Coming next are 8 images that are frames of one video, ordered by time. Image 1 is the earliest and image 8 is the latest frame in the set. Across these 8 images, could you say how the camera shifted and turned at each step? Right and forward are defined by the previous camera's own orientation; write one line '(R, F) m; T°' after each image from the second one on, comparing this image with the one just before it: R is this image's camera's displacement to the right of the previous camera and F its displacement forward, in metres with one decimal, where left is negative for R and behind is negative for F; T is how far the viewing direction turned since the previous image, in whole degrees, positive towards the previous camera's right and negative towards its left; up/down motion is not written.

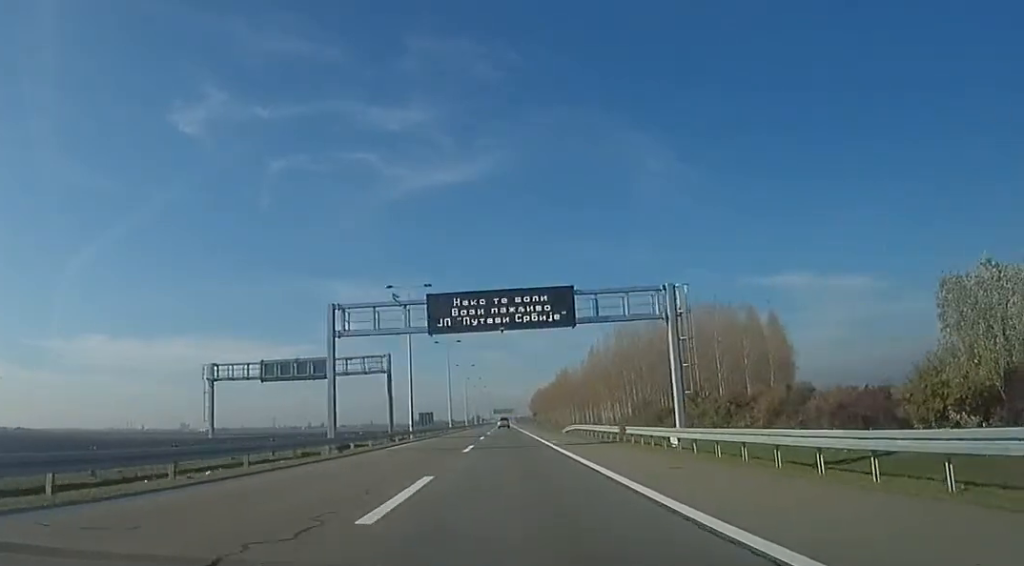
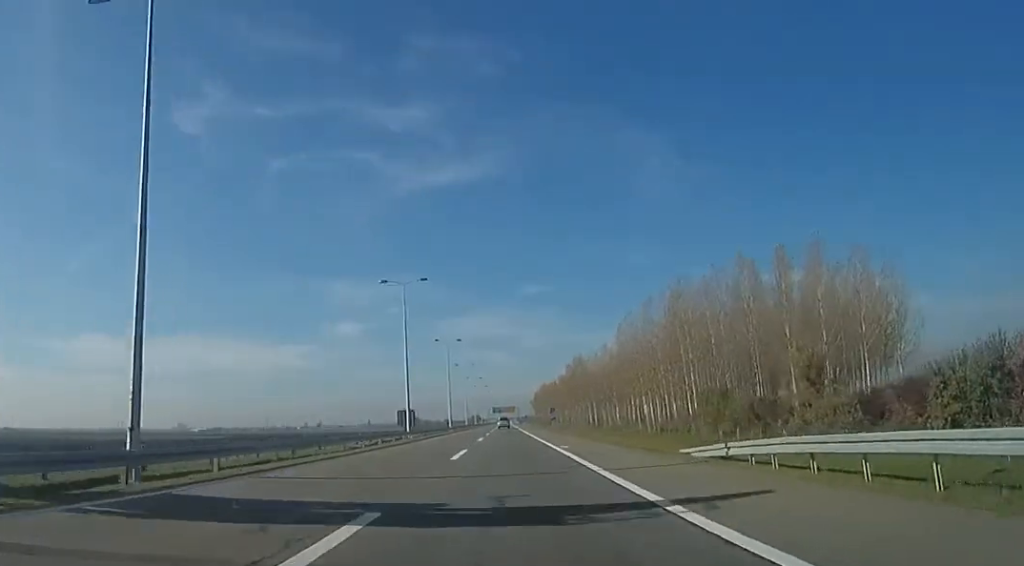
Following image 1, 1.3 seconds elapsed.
(-0.1, +41.6) m; 0°
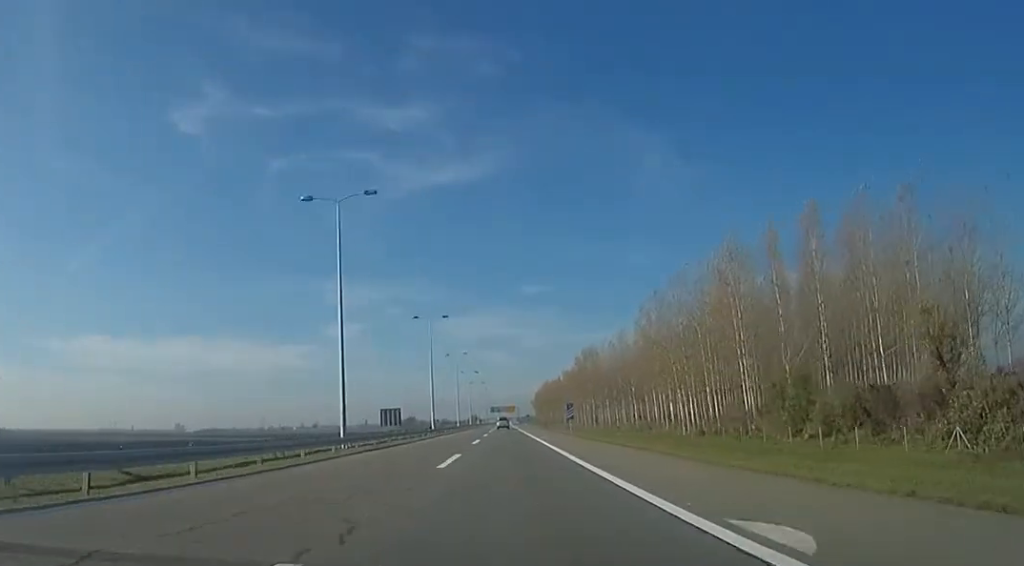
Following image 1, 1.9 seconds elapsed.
(0.0, +21.2) m; 0°
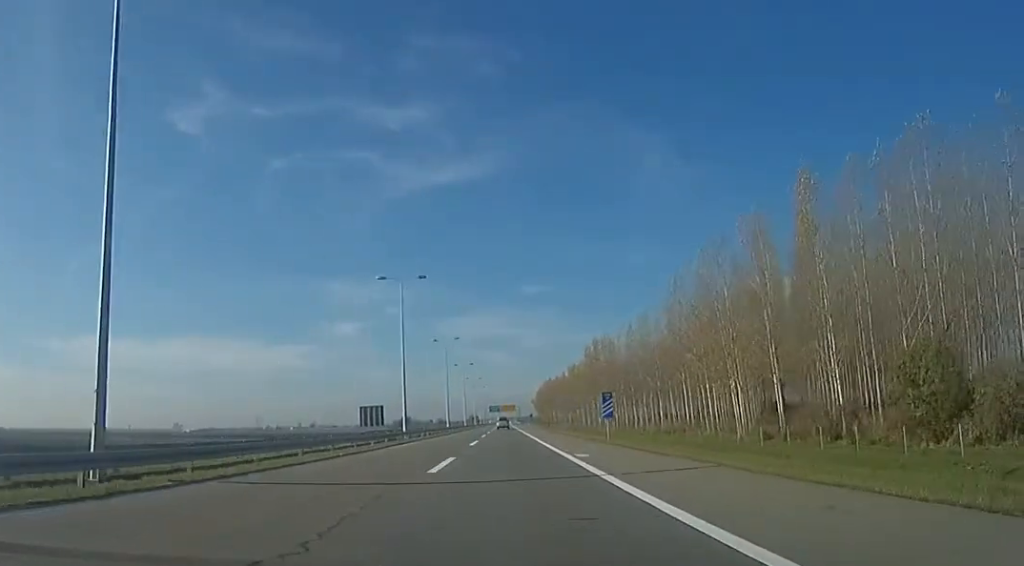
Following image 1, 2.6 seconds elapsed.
(+0.9, +20.1) m; 0°
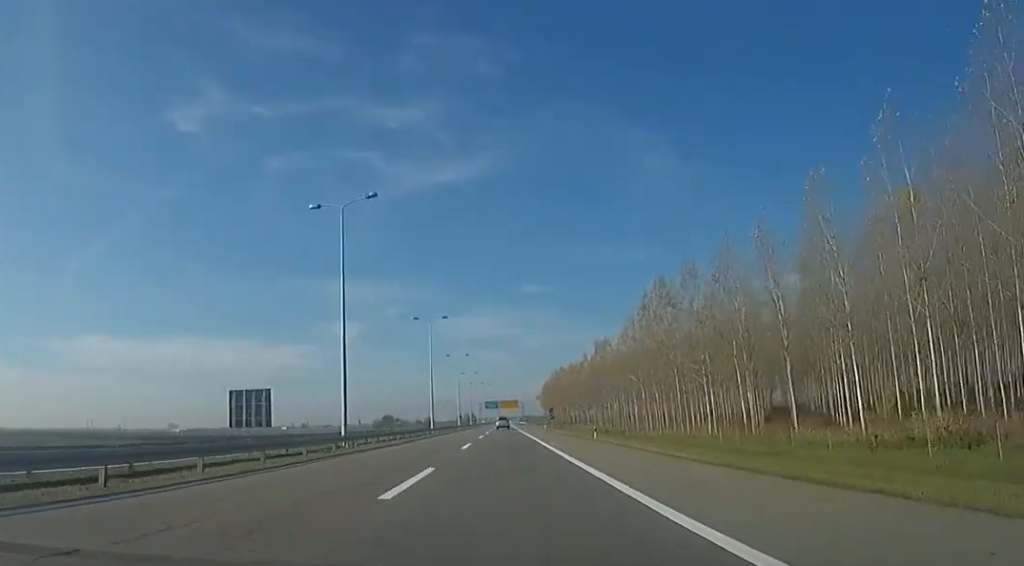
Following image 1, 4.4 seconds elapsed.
(-0.3, +59.5) m; 0°
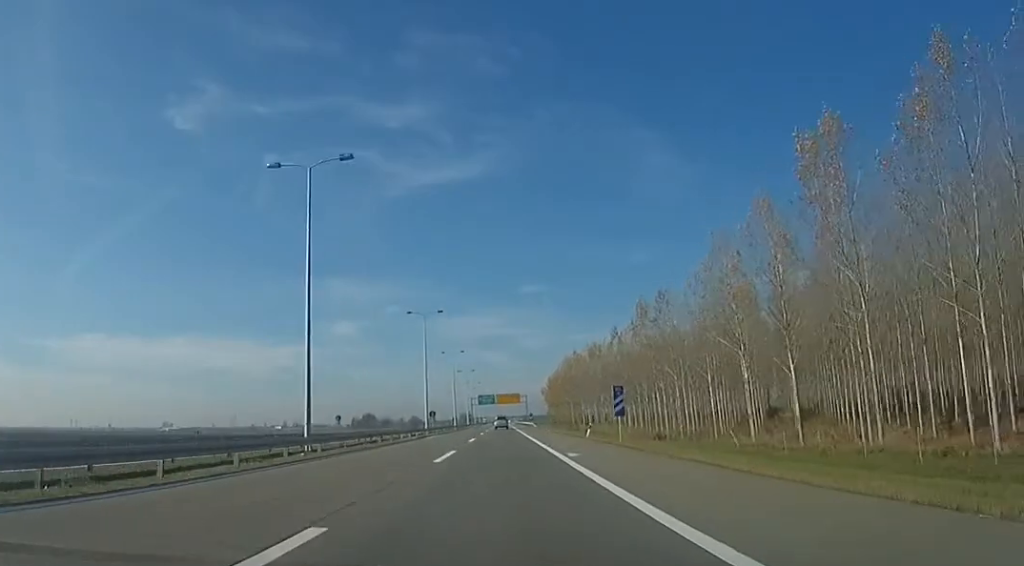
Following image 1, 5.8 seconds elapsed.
(-0.9, +45.7) m; 0°
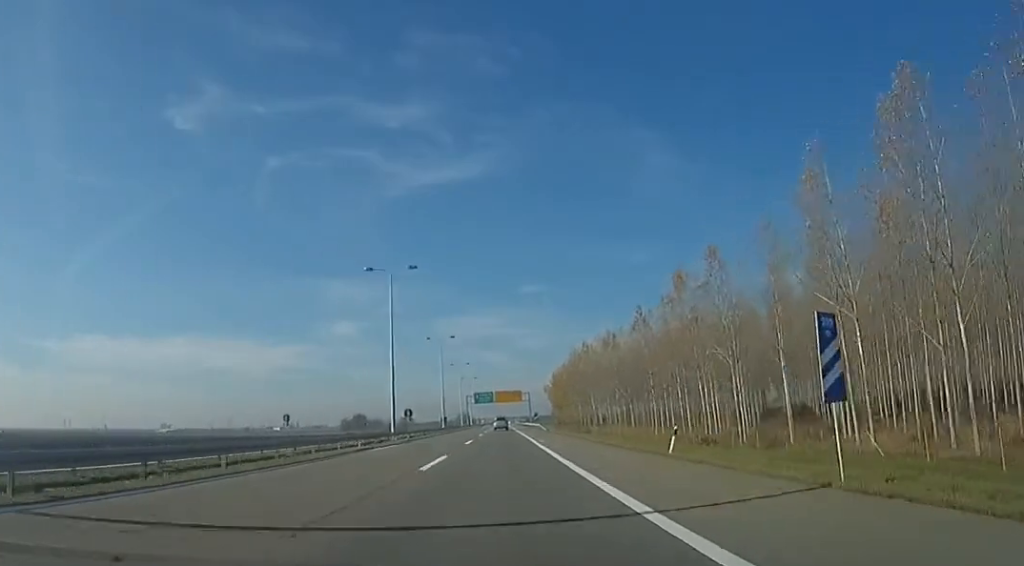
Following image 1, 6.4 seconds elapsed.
(+0.9, +20.6) m; 0°
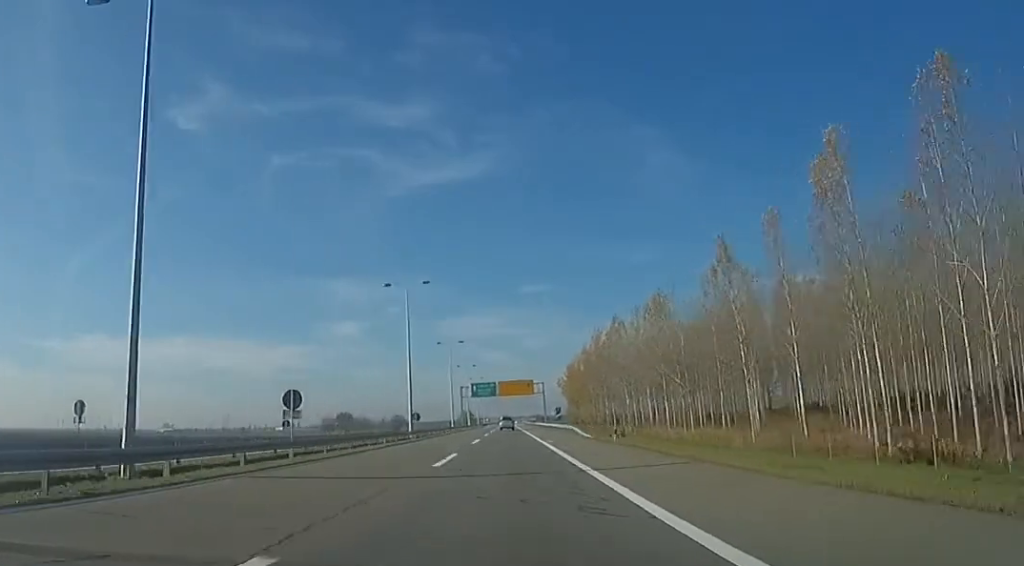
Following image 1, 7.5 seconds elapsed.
(-1.0, +35.1) m; -1°
